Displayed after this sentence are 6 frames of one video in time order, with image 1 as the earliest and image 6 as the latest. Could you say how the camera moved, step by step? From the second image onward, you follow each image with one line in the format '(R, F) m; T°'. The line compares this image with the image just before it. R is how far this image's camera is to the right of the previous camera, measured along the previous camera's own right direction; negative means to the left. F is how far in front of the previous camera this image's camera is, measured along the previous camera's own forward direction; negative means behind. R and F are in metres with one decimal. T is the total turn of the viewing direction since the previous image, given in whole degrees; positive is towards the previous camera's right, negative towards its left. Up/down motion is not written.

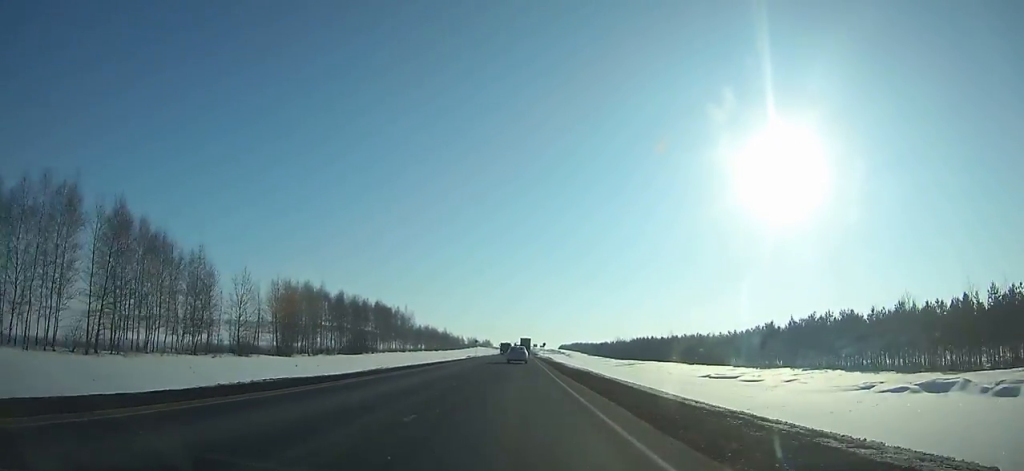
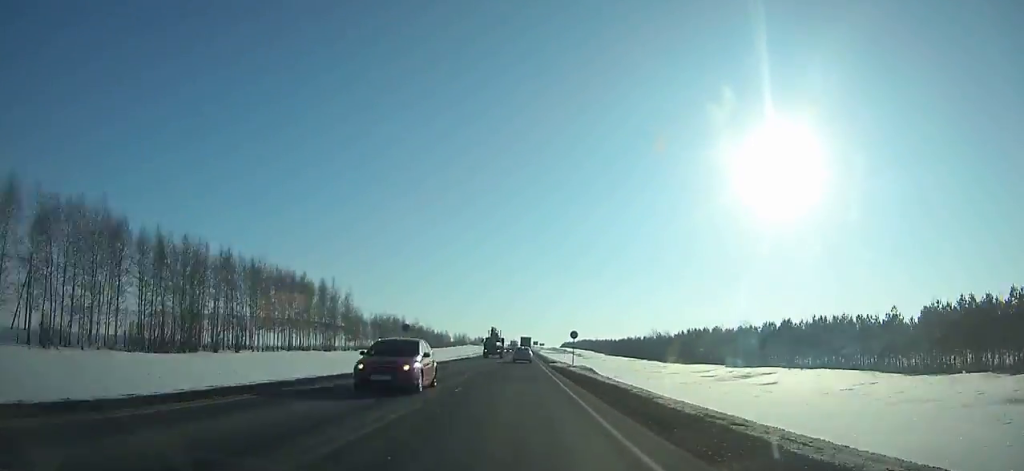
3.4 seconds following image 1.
(+0.4, +74.0) m; 0°
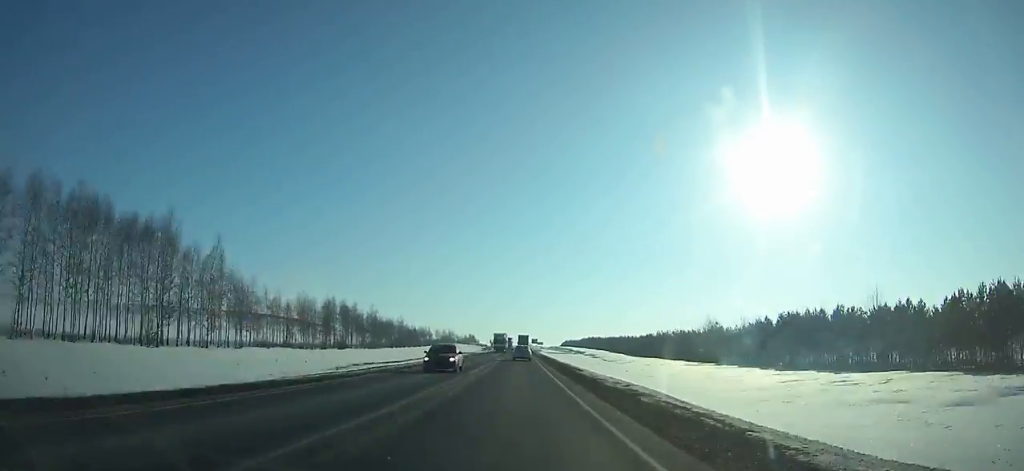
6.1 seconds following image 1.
(+0.2, +59.1) m; 0°
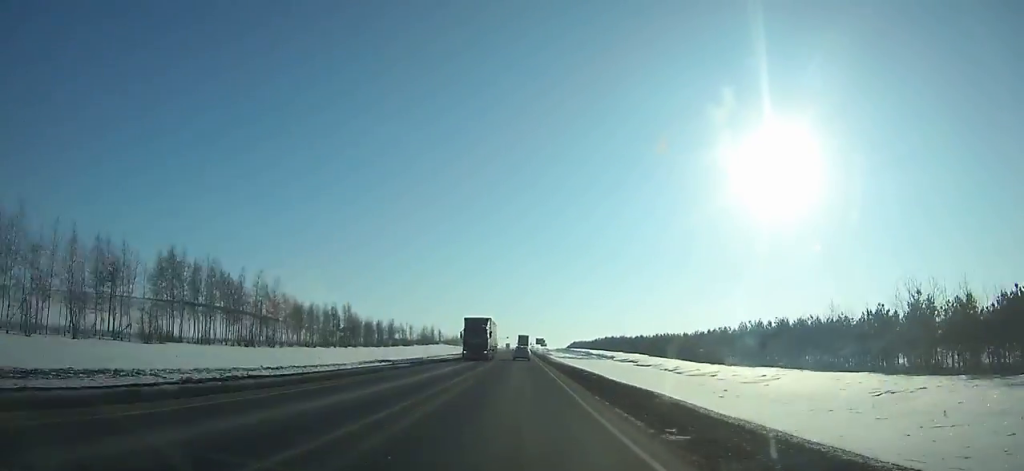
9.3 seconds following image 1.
(0.0, +70.5) m; 0°
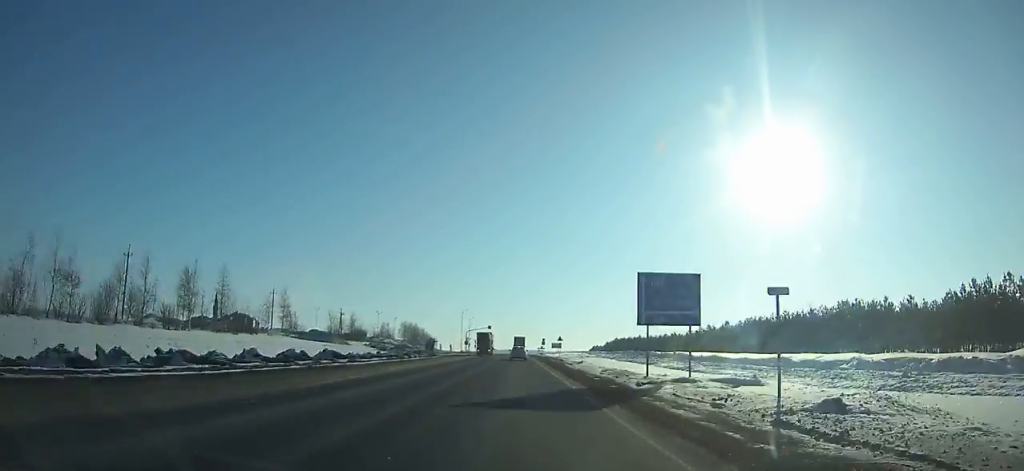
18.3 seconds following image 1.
(-0.8, +200.7) m; -1°
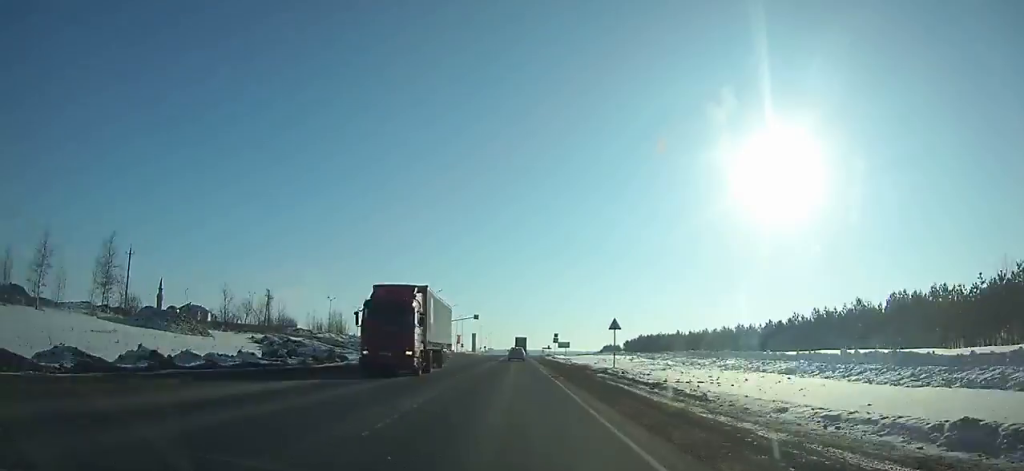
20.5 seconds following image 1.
(-0.1, +49.4) m; 0°
